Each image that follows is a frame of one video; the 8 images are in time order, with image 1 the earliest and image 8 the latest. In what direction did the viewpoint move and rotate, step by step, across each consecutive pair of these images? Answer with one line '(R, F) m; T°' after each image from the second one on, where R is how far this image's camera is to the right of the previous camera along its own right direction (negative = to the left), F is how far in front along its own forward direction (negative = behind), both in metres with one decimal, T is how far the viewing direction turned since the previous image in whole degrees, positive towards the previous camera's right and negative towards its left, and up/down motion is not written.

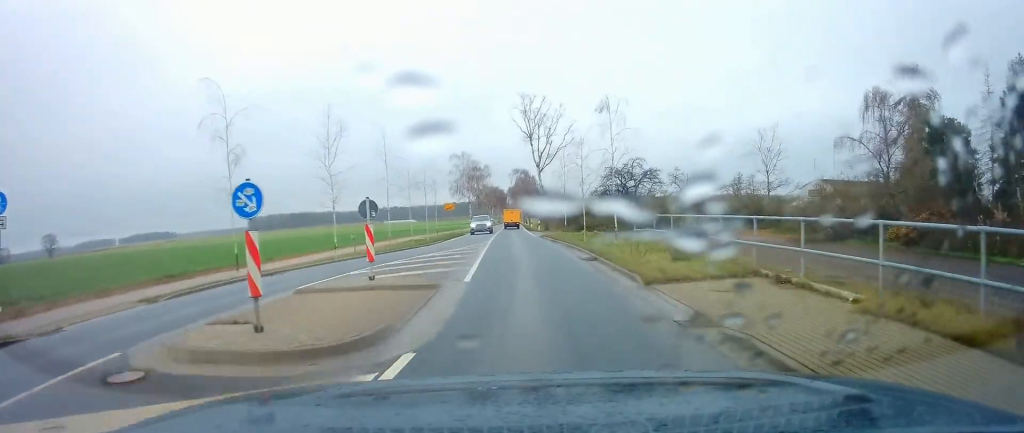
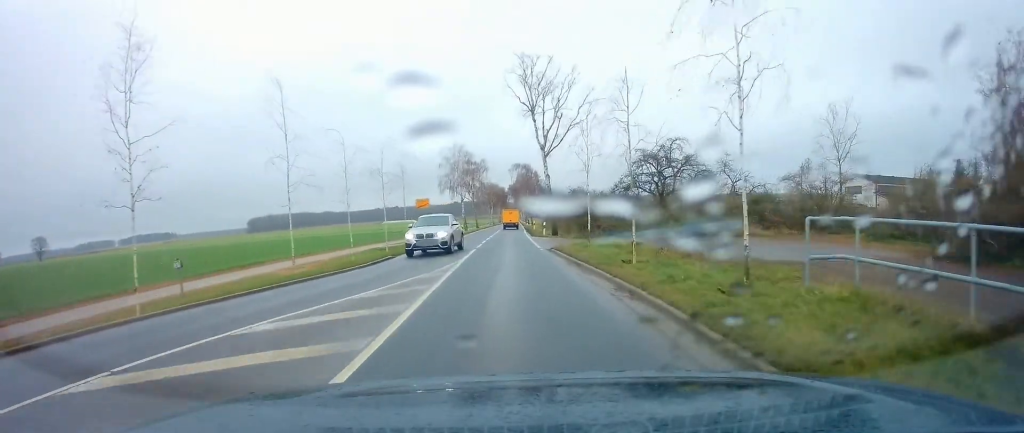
(-0.1, +13.7) m; 0°
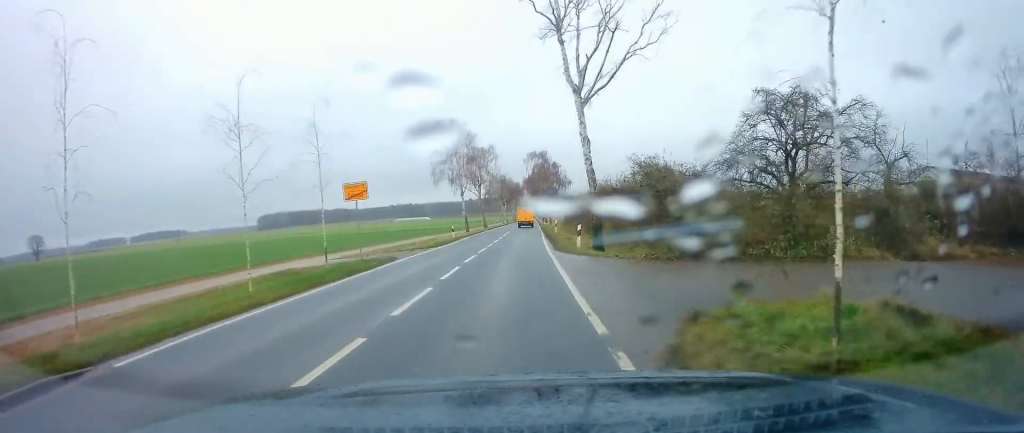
(0.0, +18.2) m; -2°
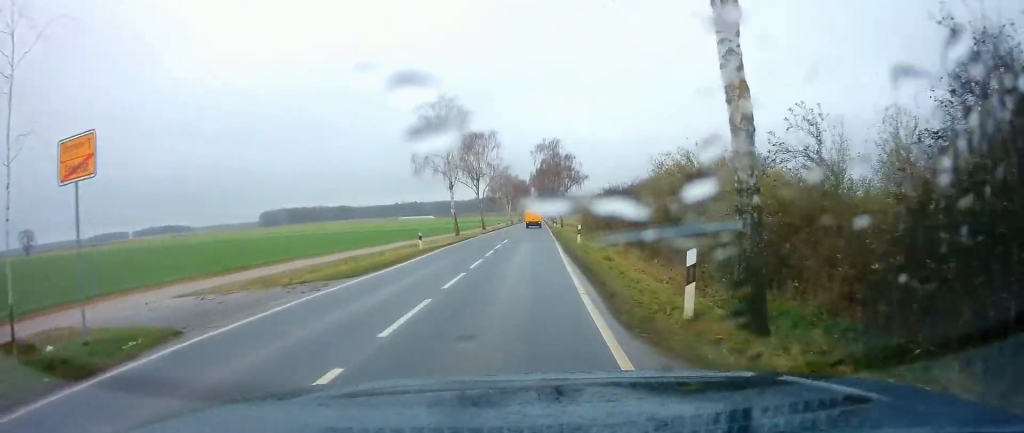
(-0.6, +14.9) m; -1°
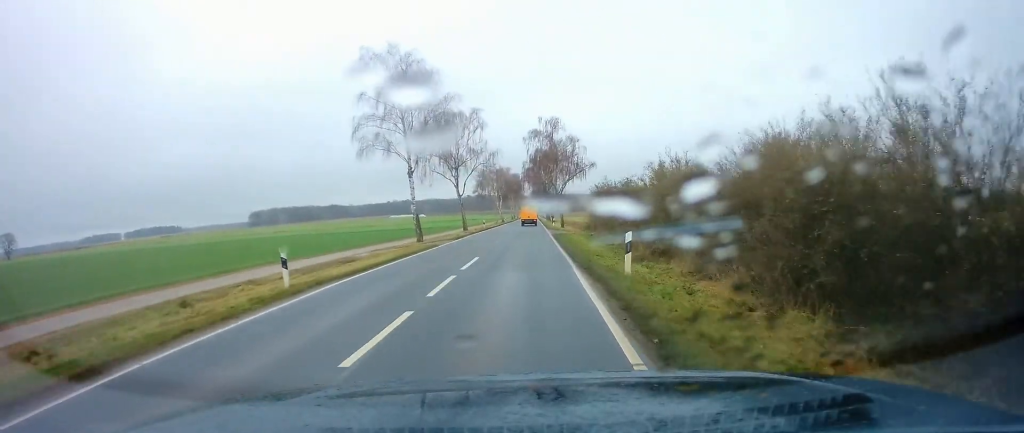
(+0.4, +15.2) m; +1°
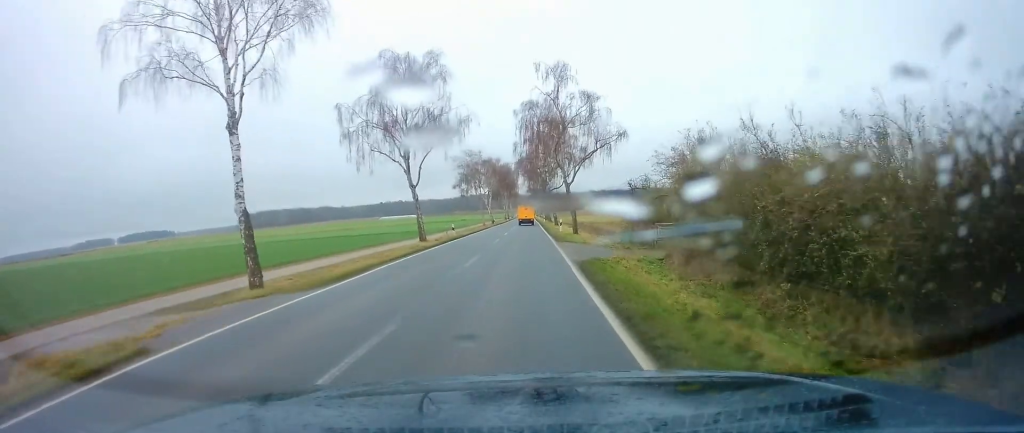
(-0.1, +22.6) m; 0°
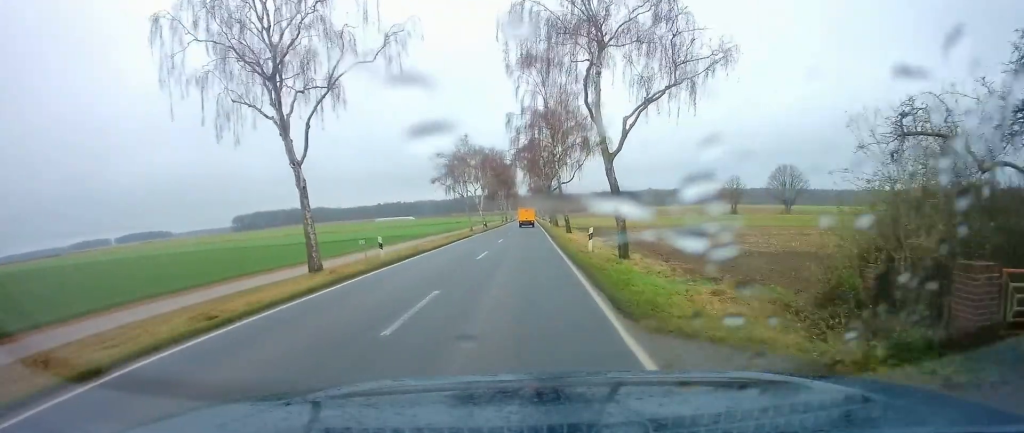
(-0.2, +20.3) m; -1°
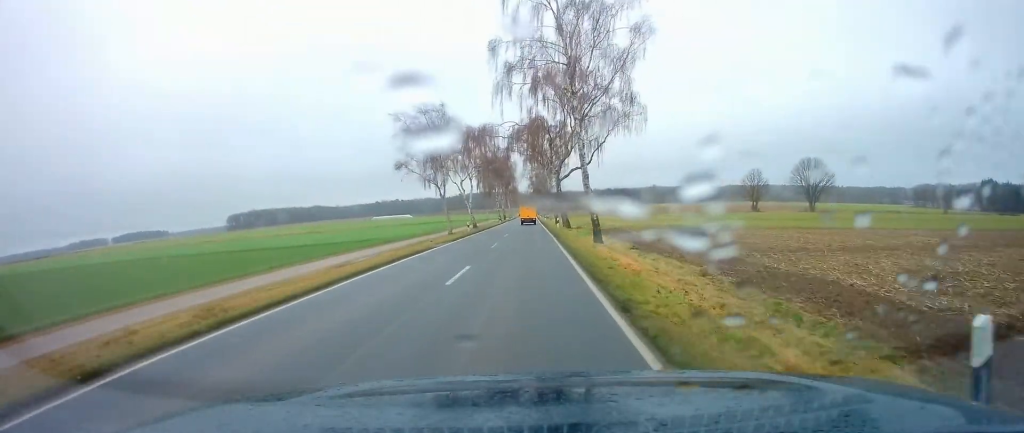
(0.0, +18.8) m; -1°
